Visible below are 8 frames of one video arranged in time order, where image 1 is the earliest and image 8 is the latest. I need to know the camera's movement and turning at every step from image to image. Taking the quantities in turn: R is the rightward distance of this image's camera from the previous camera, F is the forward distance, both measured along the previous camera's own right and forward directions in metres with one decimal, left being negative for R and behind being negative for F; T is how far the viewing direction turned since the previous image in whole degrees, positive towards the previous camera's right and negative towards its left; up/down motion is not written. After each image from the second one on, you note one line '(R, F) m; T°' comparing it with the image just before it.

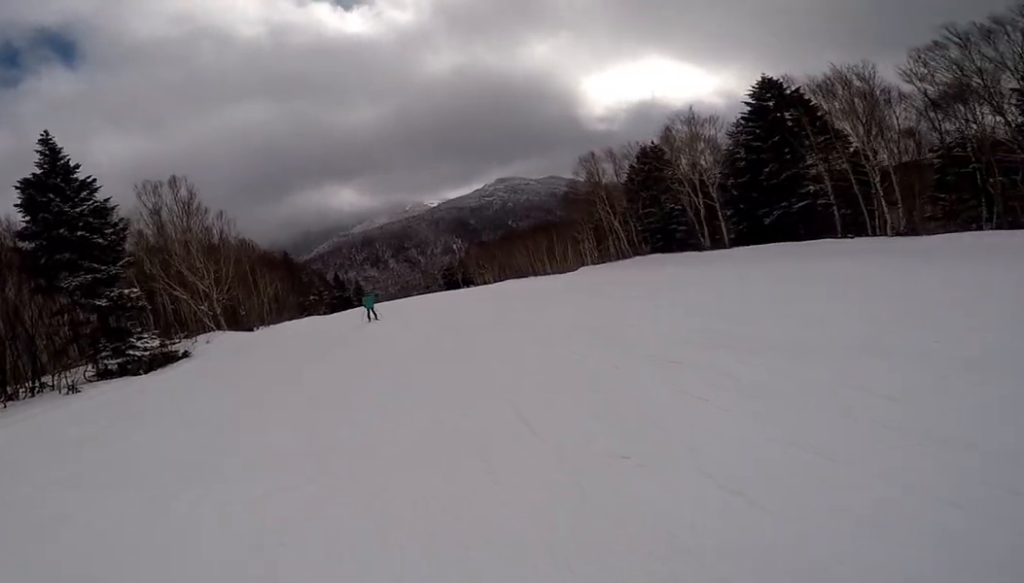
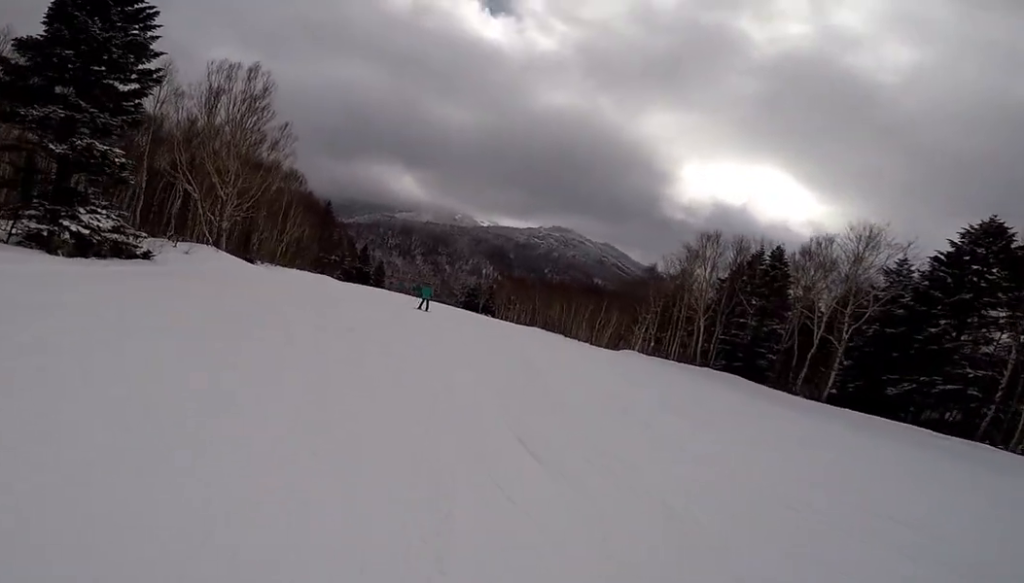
(+0.5, +7.4) m; +19°
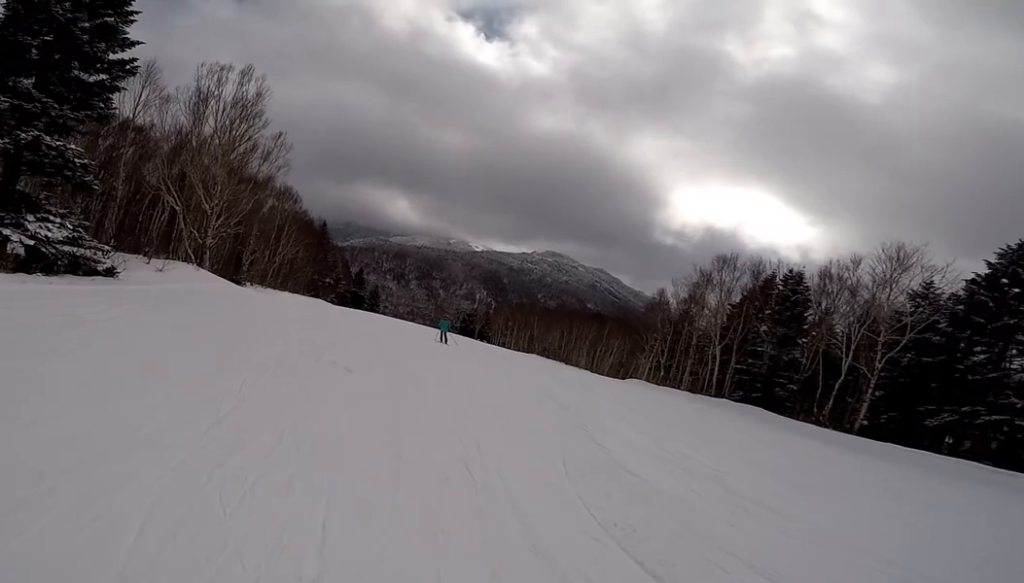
(+0.1, +2.5) m; +1°
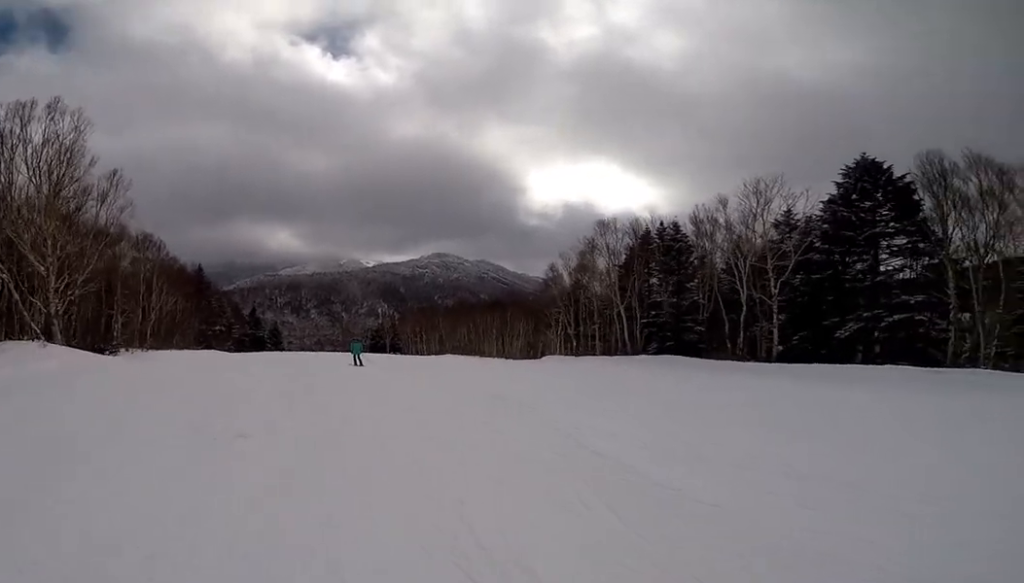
(0.0, +2.2) m; -3°
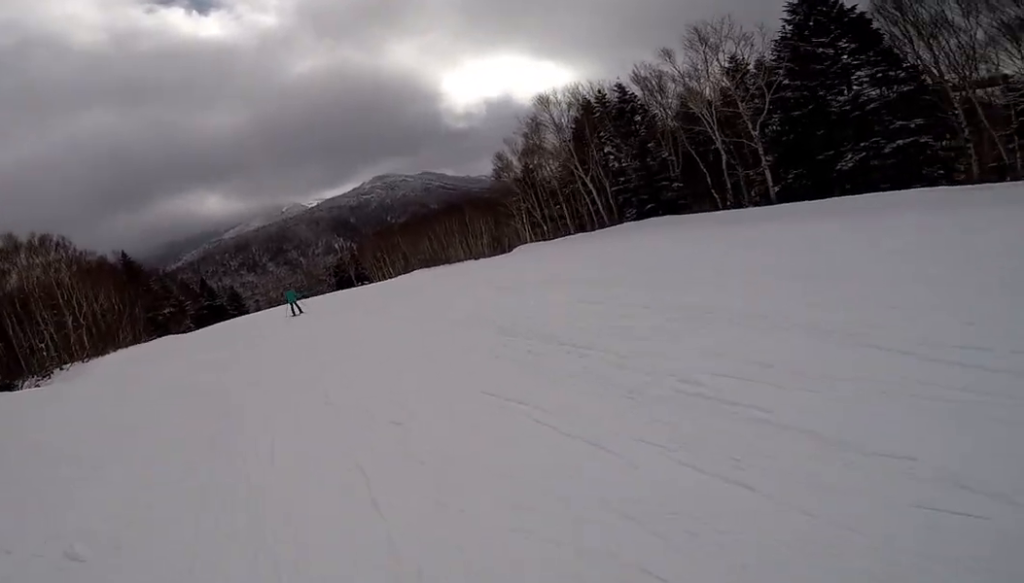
(0.0, +3.4) m; -17°
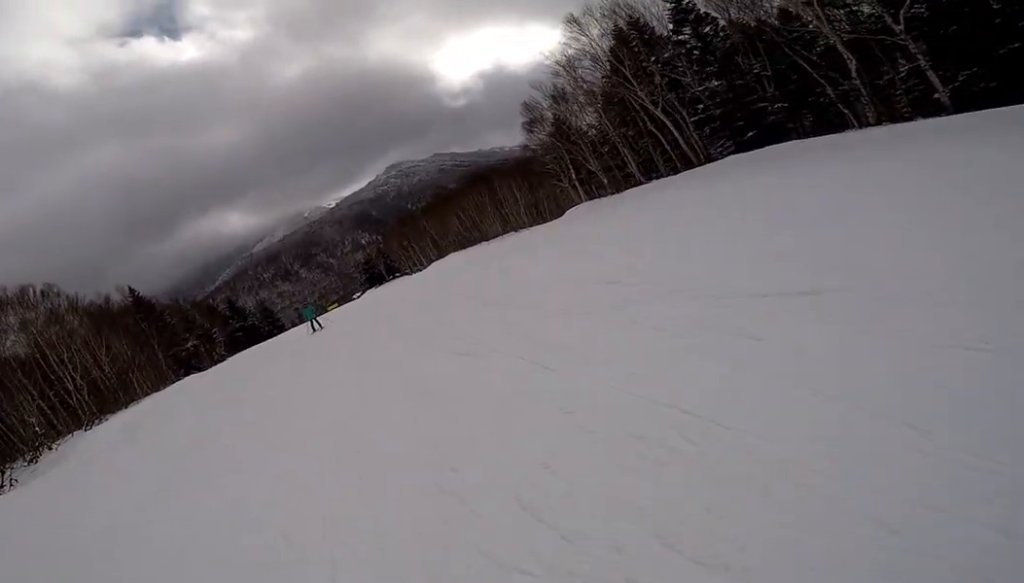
(-0.1, +7.2) m; +6°
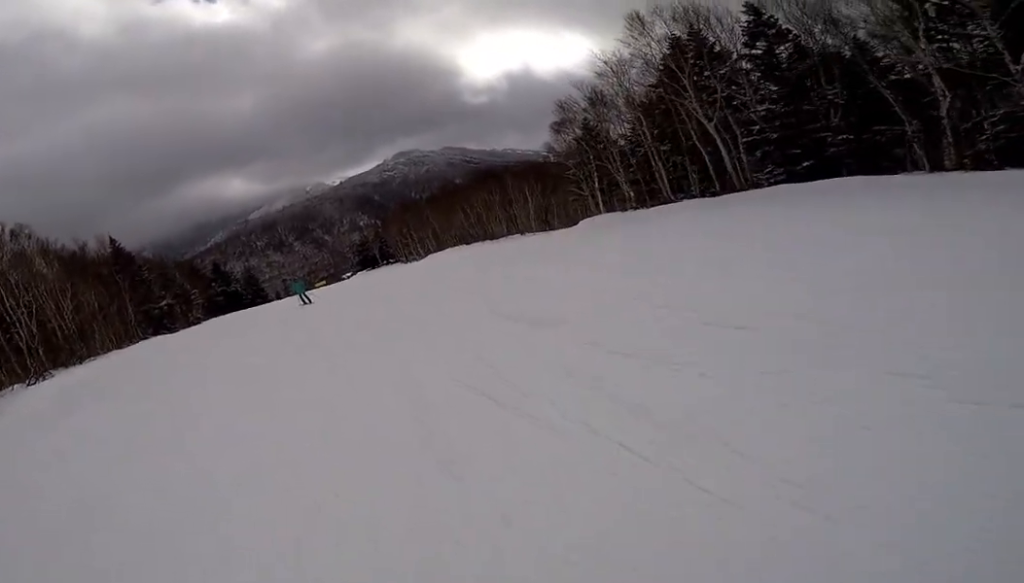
(-0.3, +2.7) m; 0°
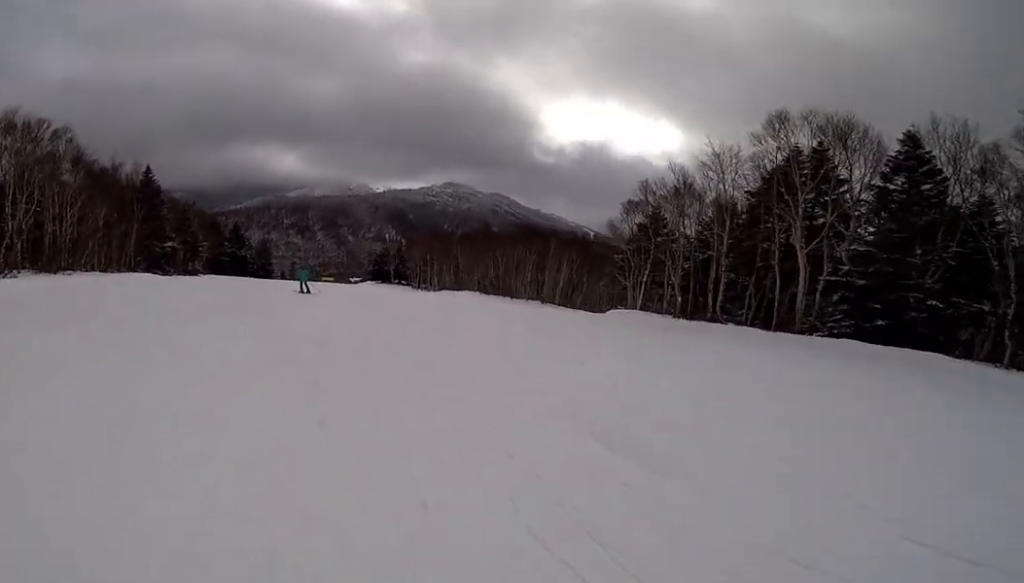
(-0.1, +2.5) m; +1°
